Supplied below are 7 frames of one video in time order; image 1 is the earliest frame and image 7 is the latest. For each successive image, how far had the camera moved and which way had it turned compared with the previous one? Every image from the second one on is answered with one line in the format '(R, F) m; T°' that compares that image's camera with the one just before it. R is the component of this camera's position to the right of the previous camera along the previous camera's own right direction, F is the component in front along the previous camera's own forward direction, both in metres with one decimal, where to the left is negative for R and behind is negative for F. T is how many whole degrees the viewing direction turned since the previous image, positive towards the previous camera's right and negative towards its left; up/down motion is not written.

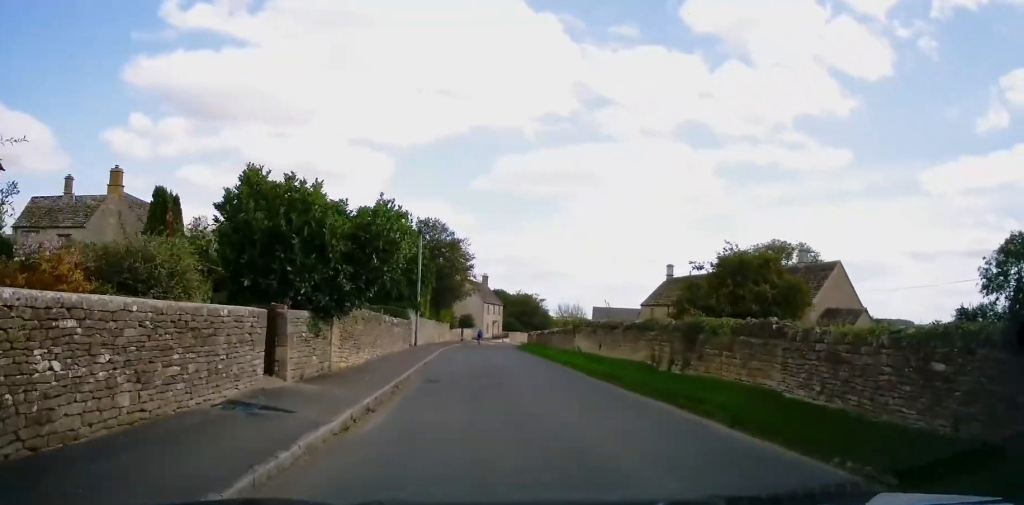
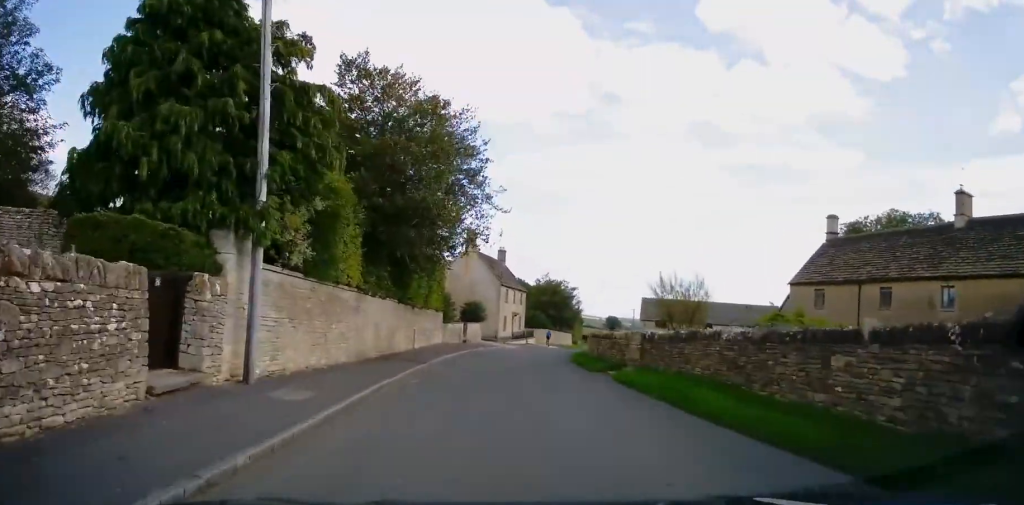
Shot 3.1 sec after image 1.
(+0.5, +29.3) m; 0°
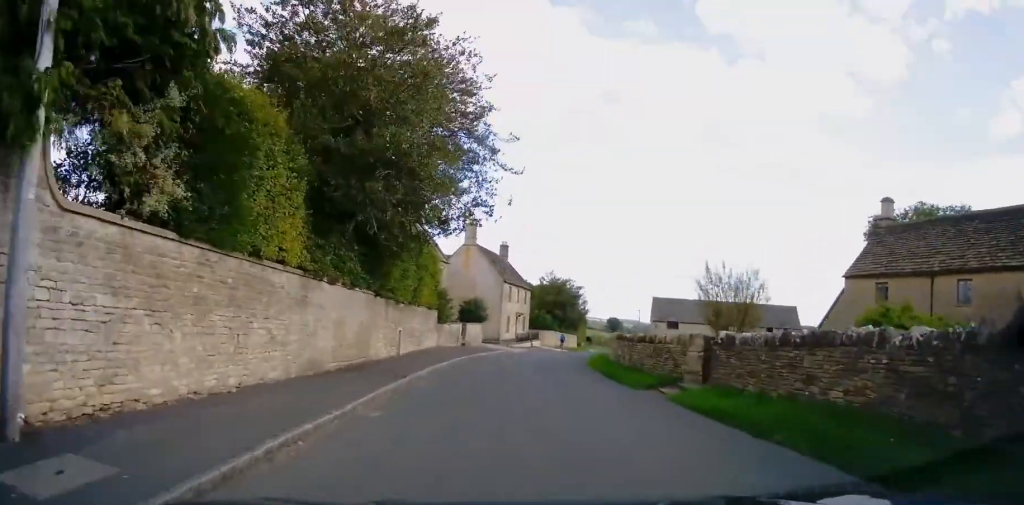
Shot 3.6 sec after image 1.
(0.0, +5.6) m; 0°
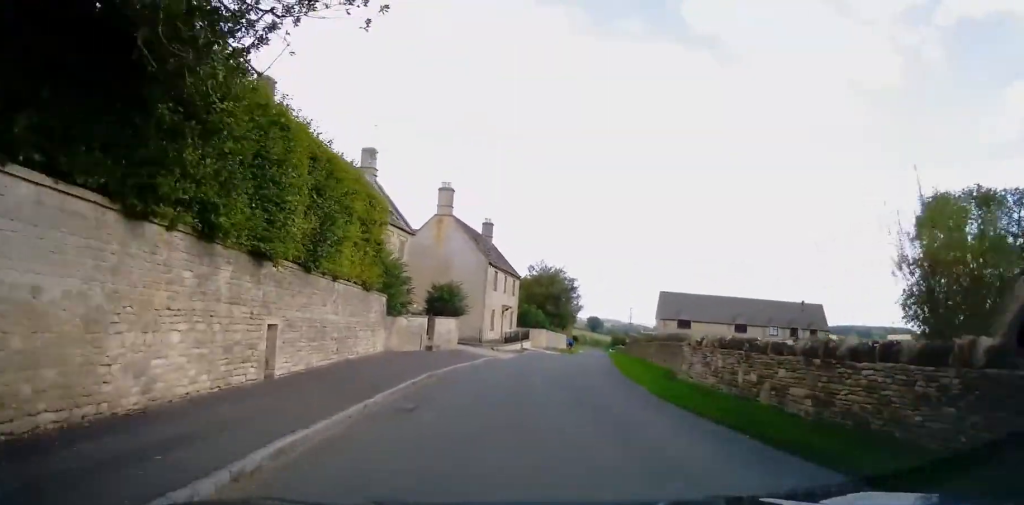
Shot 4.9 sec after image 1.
(+0.1, +13.0) m; 0°
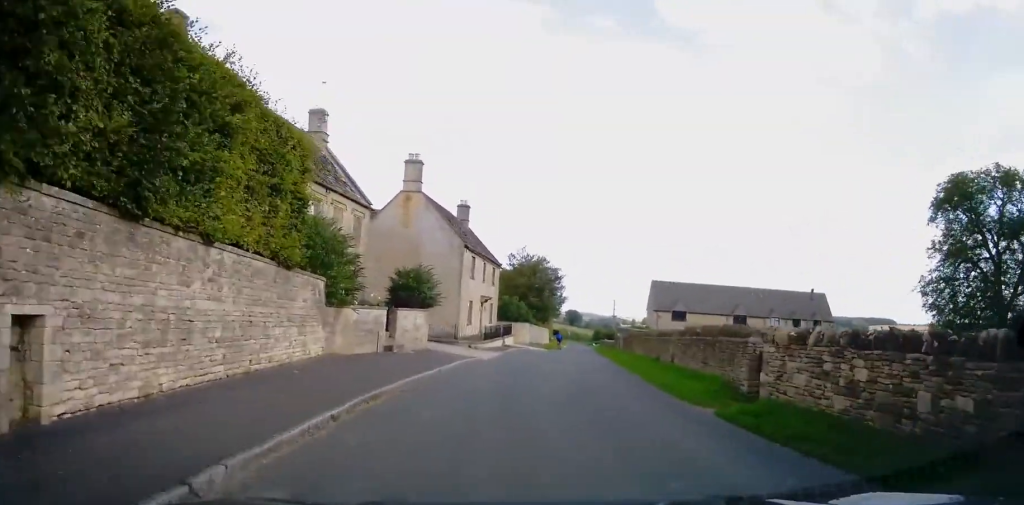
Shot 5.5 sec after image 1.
(-0.2, +5.8) m; +1°
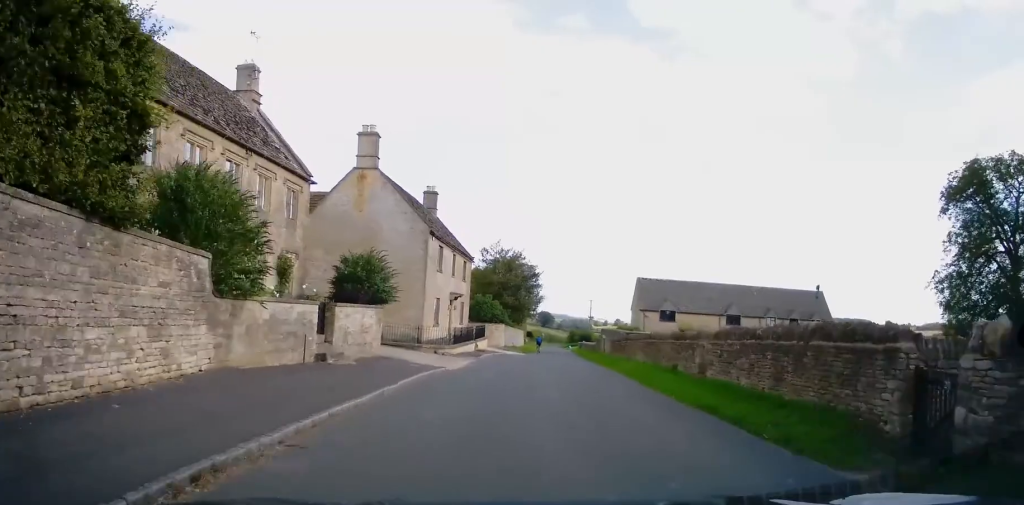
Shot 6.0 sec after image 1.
(+0.2, +5.4) m; +3°
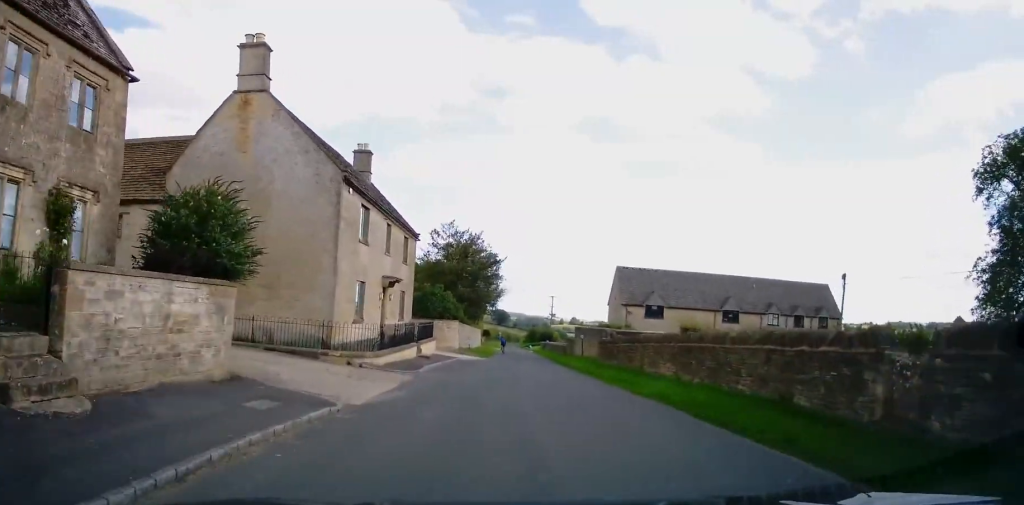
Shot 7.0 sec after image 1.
(+0.5, +10.2) m; +6°
